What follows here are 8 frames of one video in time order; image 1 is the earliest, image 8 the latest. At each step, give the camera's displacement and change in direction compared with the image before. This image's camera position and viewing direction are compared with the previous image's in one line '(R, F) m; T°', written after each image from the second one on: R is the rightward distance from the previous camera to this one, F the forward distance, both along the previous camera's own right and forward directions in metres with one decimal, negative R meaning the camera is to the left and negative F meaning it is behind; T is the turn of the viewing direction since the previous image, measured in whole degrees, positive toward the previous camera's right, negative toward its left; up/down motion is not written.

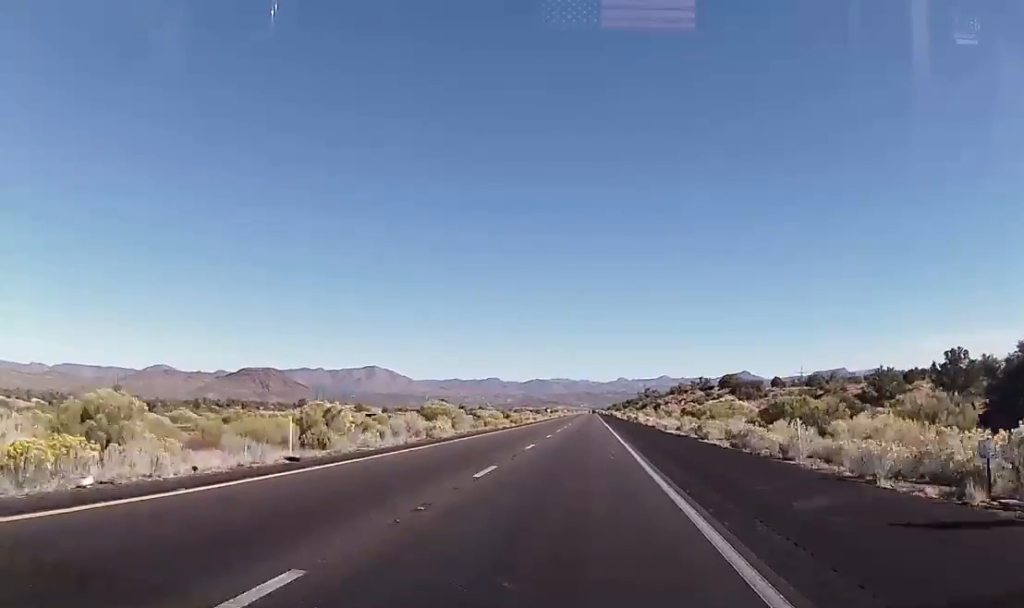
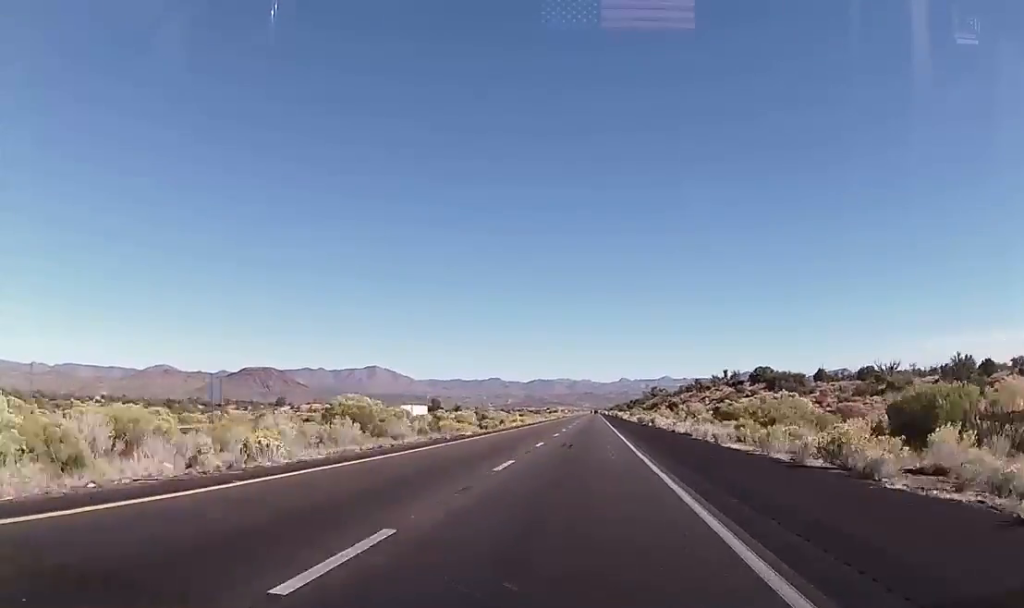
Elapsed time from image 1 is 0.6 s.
(0.0, +22.5) m; 0°
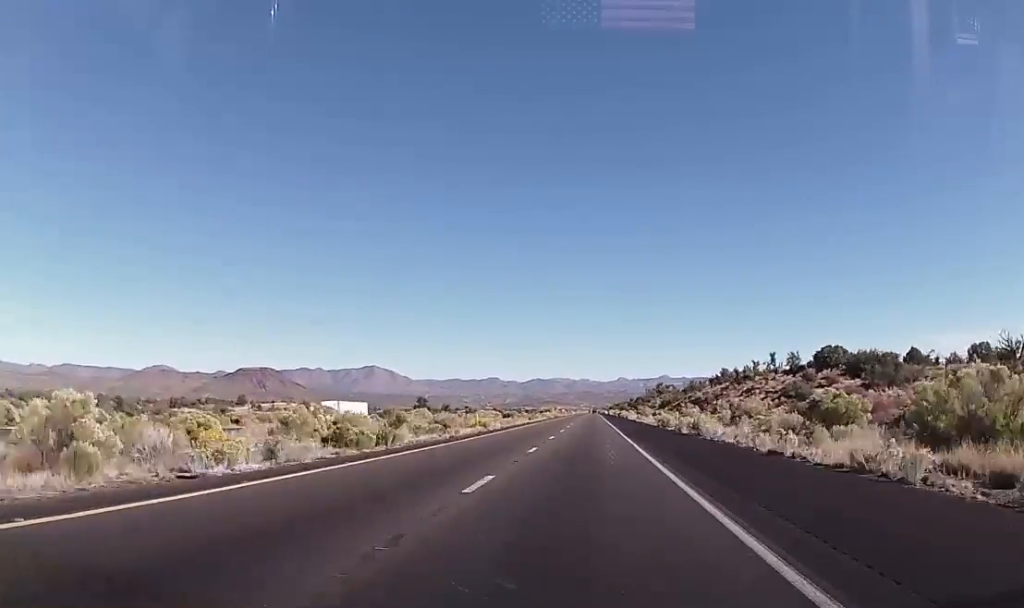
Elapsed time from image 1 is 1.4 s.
(0.0, +30.0) m; 0°
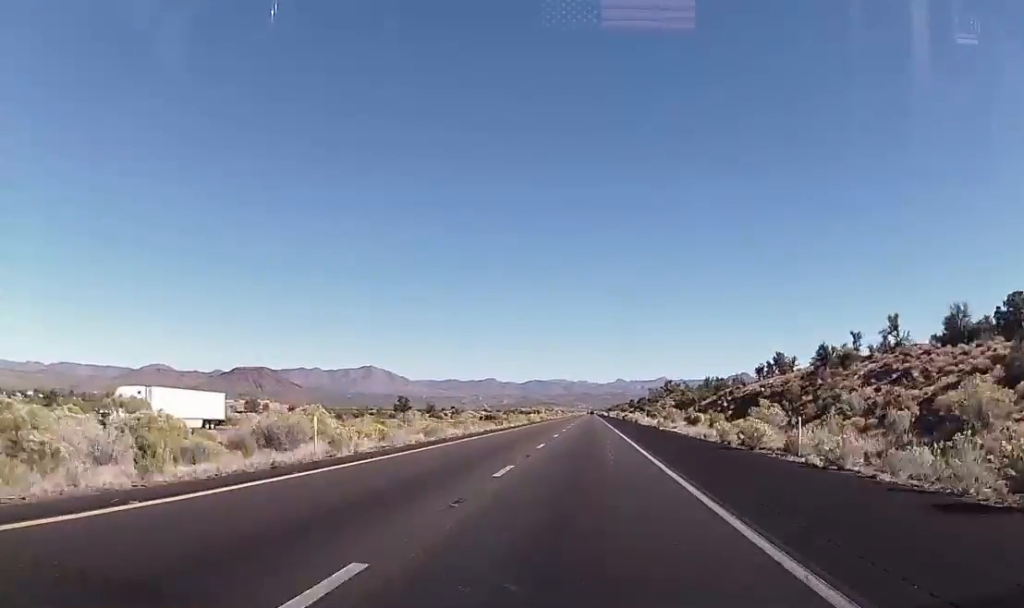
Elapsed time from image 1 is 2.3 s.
(0.0, +33.8) m; 0°
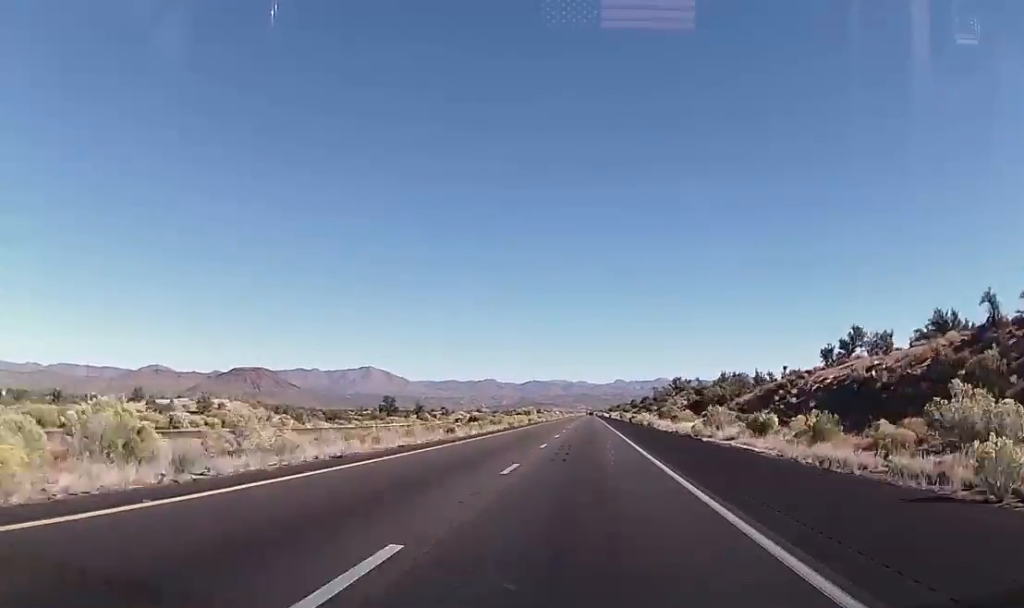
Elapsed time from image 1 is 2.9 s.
(0.0, +23.8) m; 0°
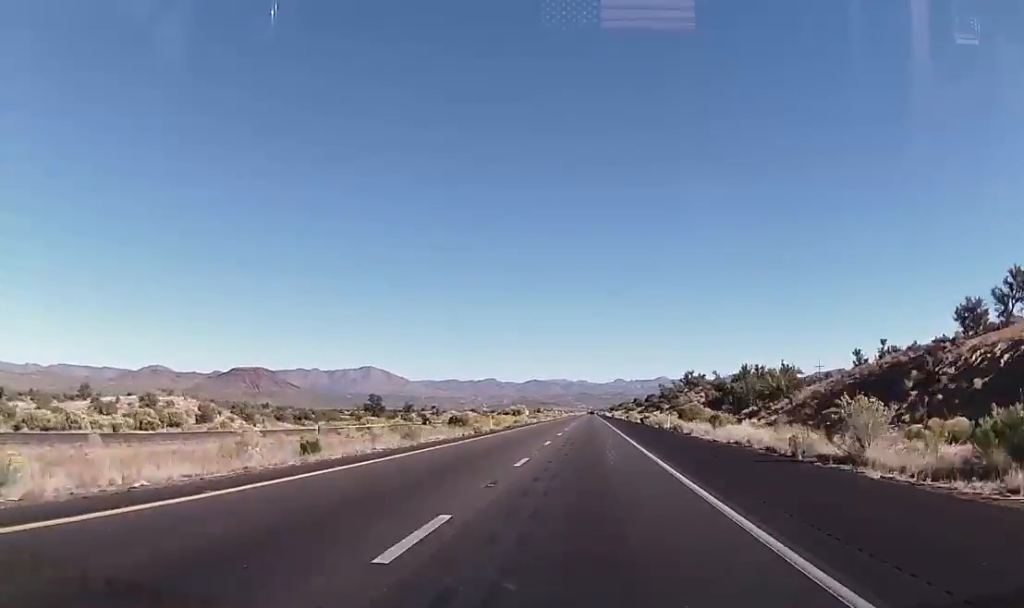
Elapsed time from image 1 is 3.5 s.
(+0.2, +22.6) m; 0°
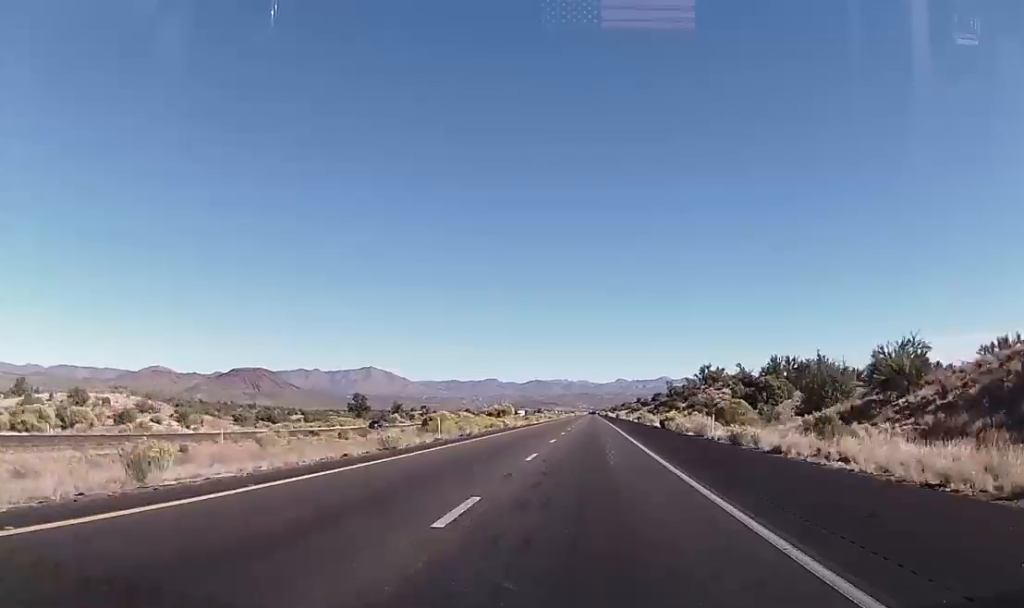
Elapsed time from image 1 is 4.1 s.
(0.0, +22.6) m; 0°
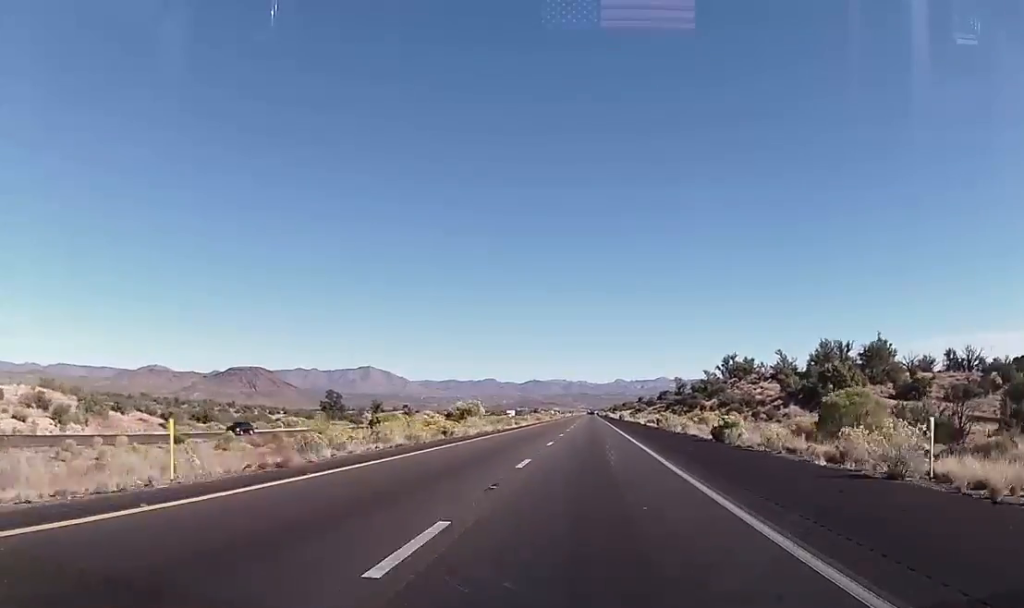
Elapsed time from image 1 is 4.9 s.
(-0.2, +27.5) m; 0°
